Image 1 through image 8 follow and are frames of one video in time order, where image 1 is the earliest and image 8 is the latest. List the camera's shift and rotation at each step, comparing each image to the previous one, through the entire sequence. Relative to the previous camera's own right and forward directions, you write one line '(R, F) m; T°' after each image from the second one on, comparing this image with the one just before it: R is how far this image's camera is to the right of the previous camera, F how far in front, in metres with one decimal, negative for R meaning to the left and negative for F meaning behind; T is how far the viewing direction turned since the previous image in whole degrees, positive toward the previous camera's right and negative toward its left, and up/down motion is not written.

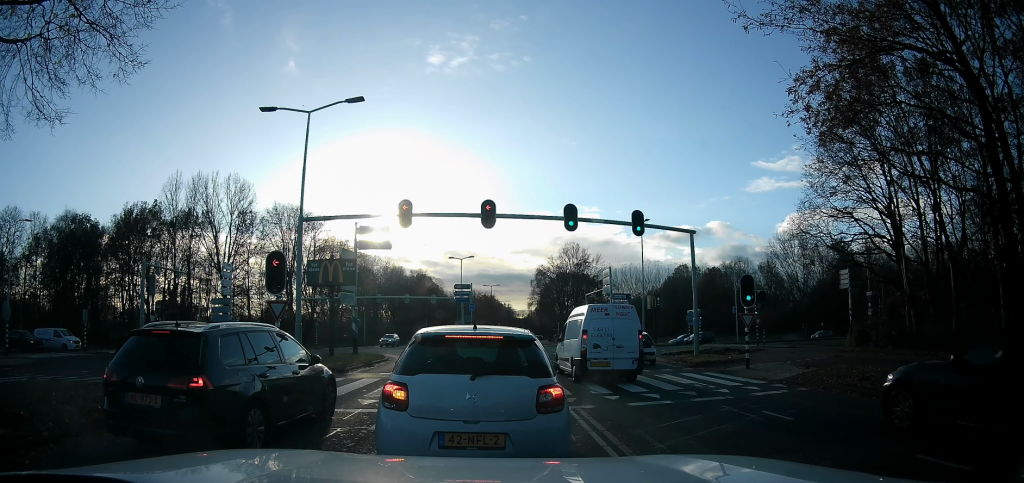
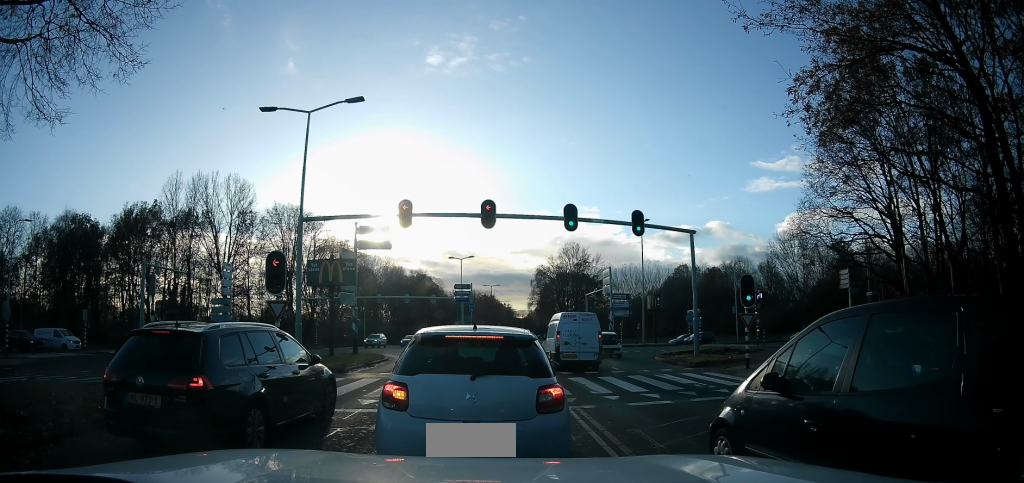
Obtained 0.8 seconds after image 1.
(0.0, 0.0) m; 0°
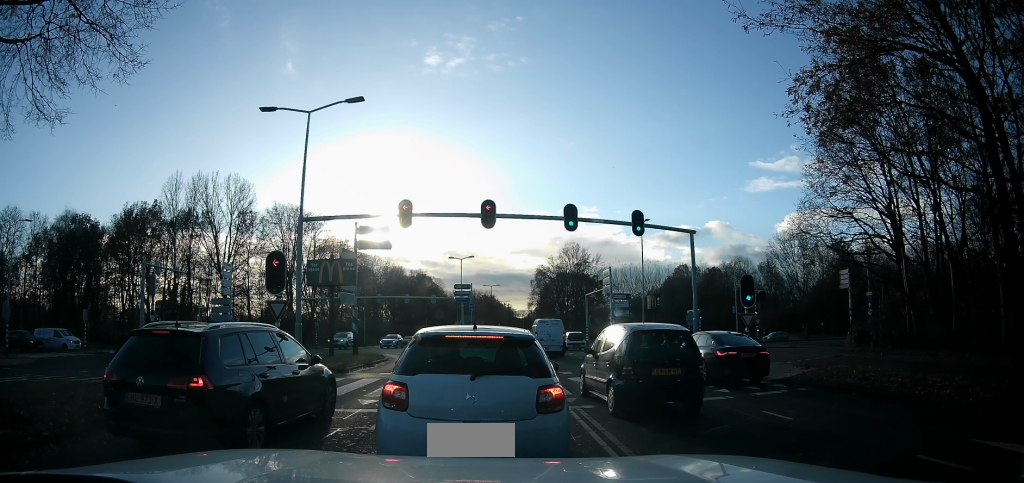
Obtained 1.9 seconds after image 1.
(0.0, 0.0) m; 0°
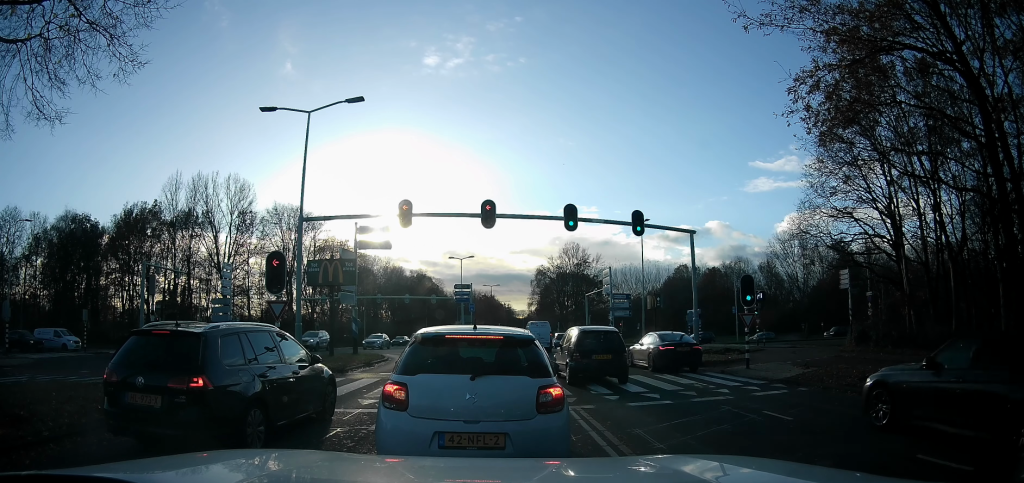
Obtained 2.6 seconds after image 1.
(0.0, 0.0) m; 0°
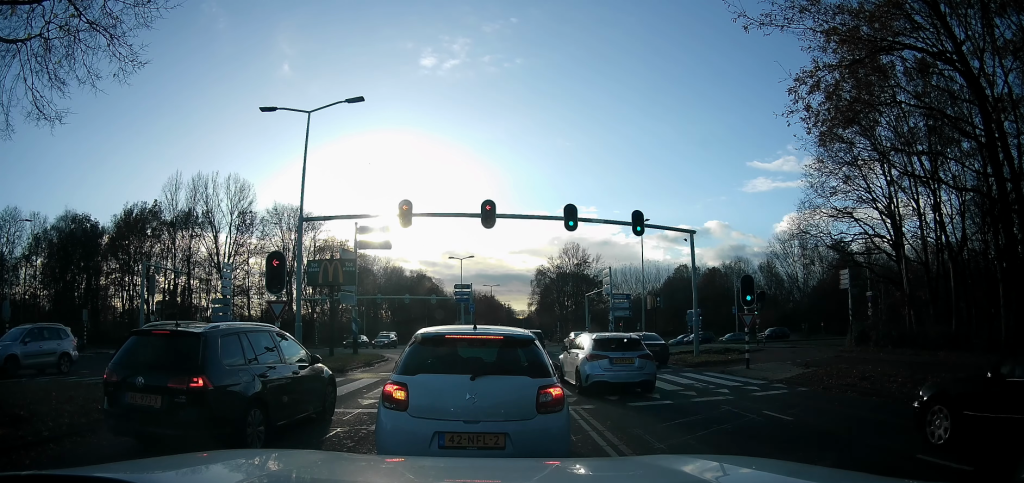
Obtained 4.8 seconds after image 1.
(0.0, 0.0) m; 0°
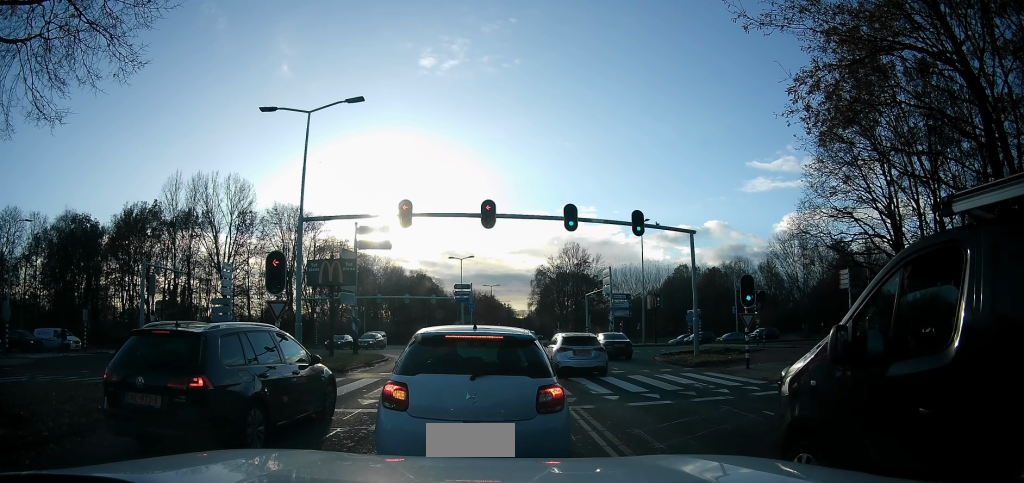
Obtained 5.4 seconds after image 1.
(0.0, 0.0) m; 0°
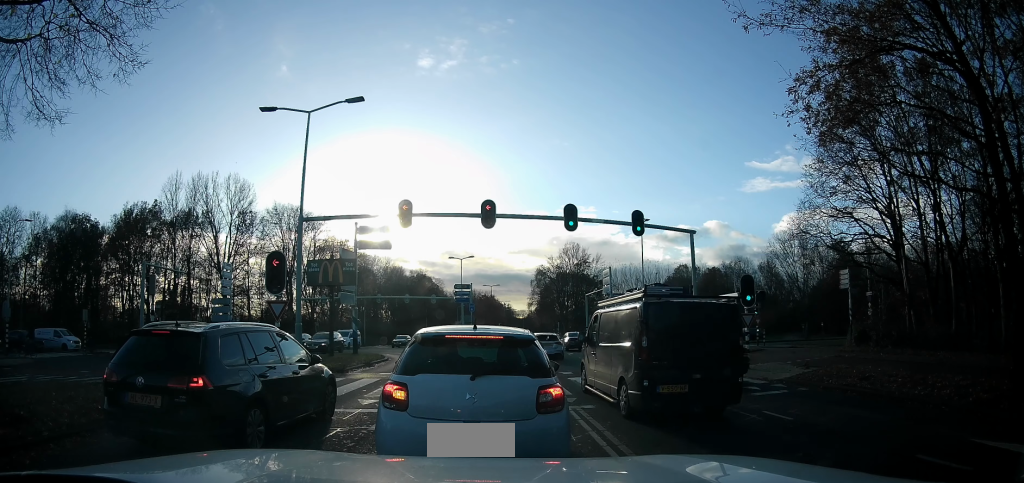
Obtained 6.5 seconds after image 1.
(0.0, 0.0) m; 0°
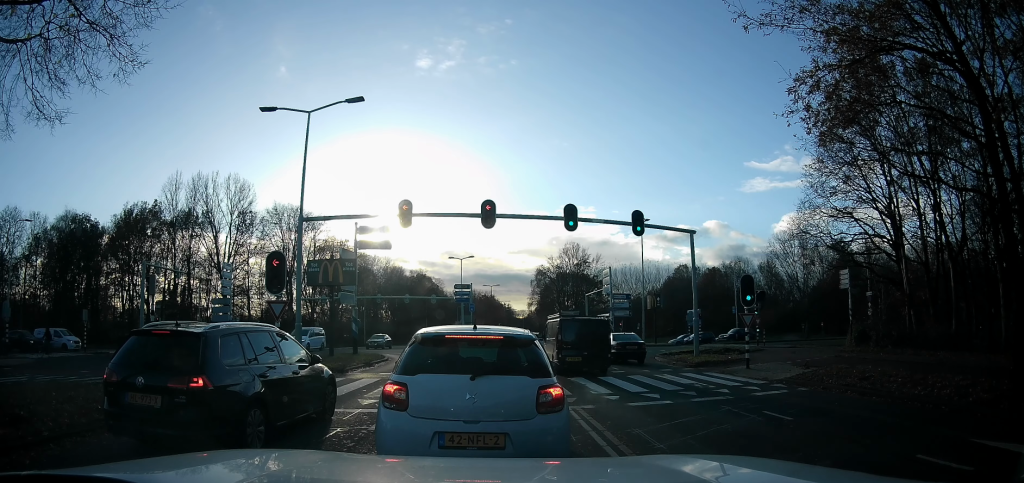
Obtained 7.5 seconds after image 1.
(0.0, 0.0) m; 0°
